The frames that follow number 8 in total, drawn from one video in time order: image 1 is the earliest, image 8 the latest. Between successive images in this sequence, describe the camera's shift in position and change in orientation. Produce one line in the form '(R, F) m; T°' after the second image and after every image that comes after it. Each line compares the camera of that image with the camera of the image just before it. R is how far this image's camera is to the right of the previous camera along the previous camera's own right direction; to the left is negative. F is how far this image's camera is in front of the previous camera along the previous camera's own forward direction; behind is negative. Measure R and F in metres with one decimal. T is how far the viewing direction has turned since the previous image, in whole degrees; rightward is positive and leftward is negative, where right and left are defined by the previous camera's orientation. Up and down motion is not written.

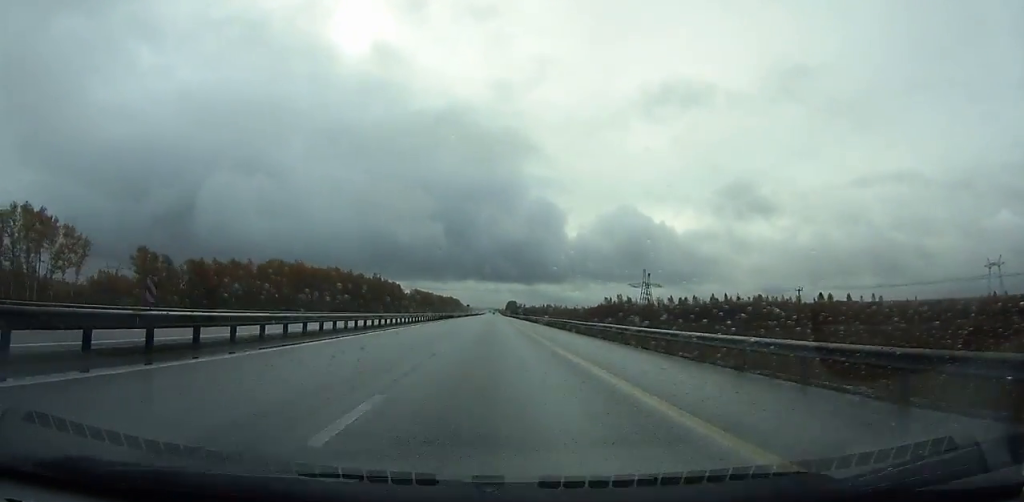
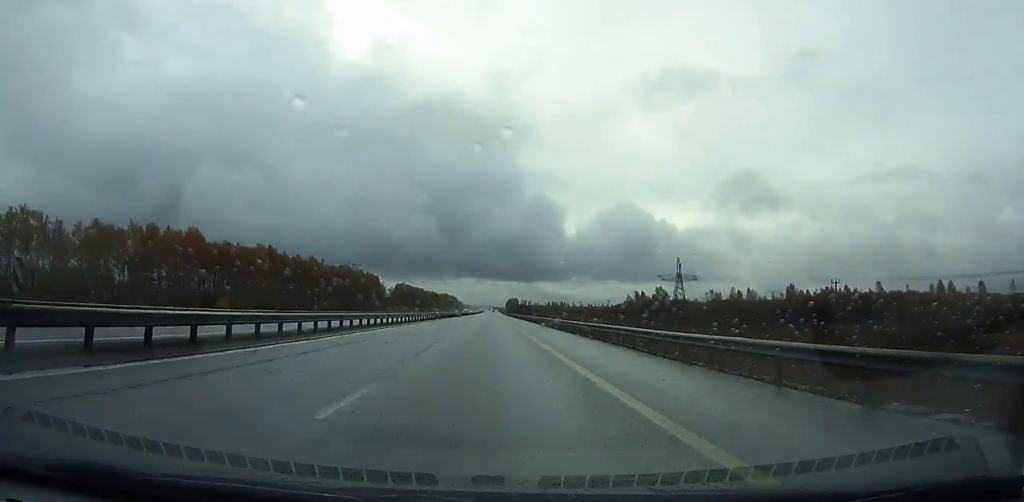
(+0.1, +85.2) m; 0°
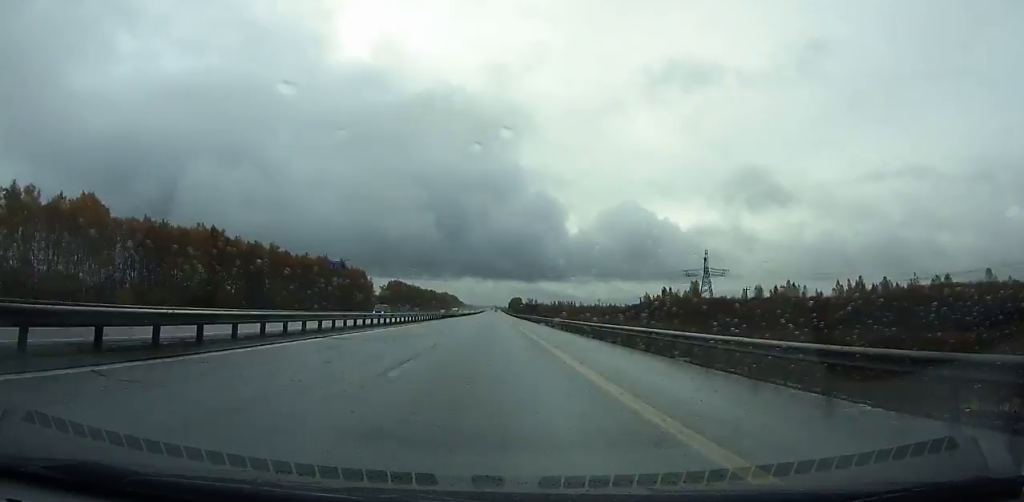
(0.0, +43.0) m; 0°
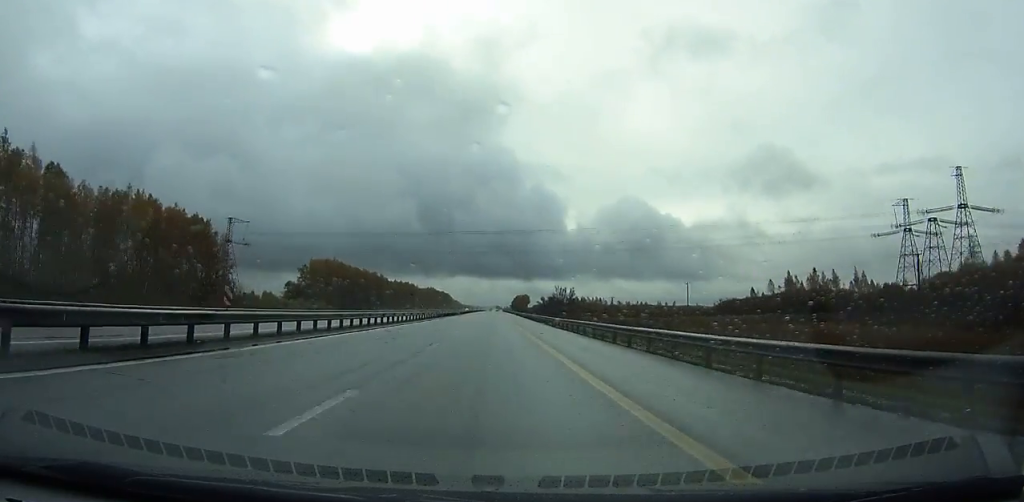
(0.0, +187.5) m; 0°
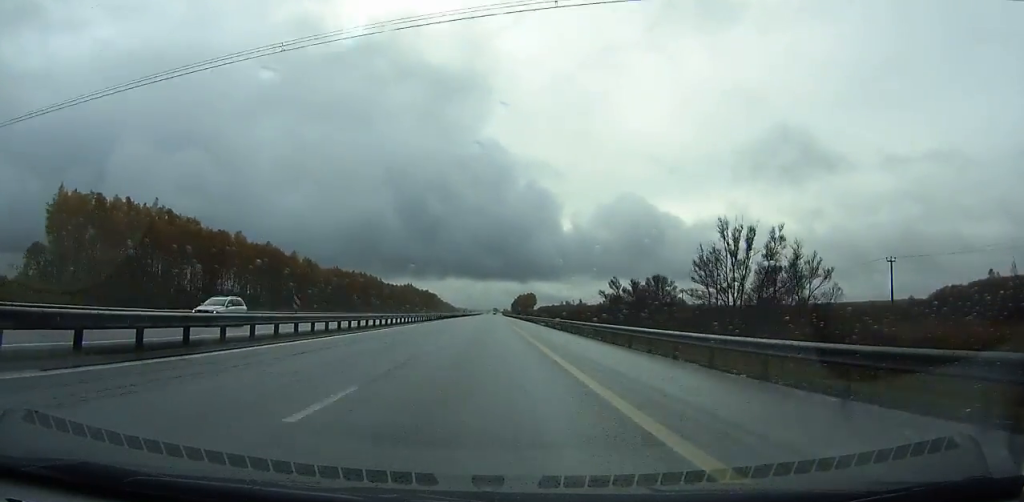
(0.0, +155.7) m; 0°
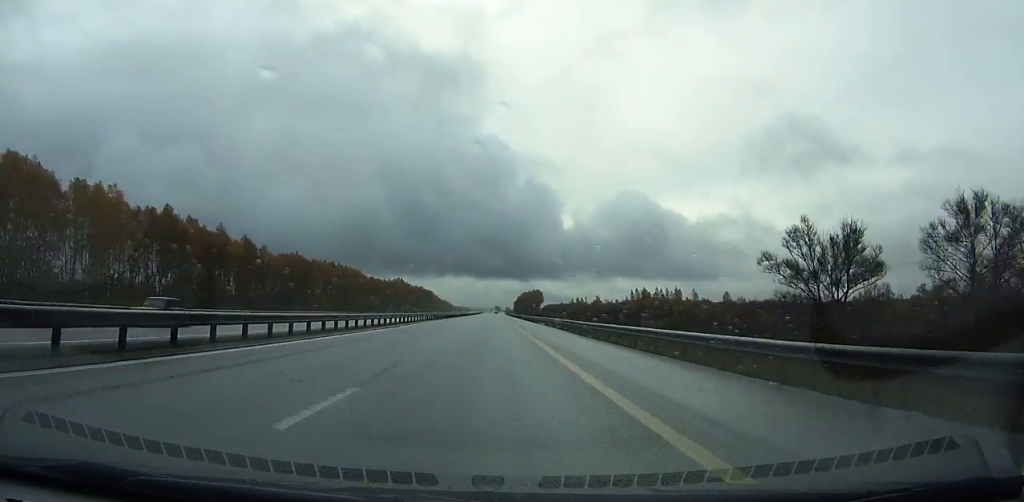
(+0.1, +61.0) m; 0°
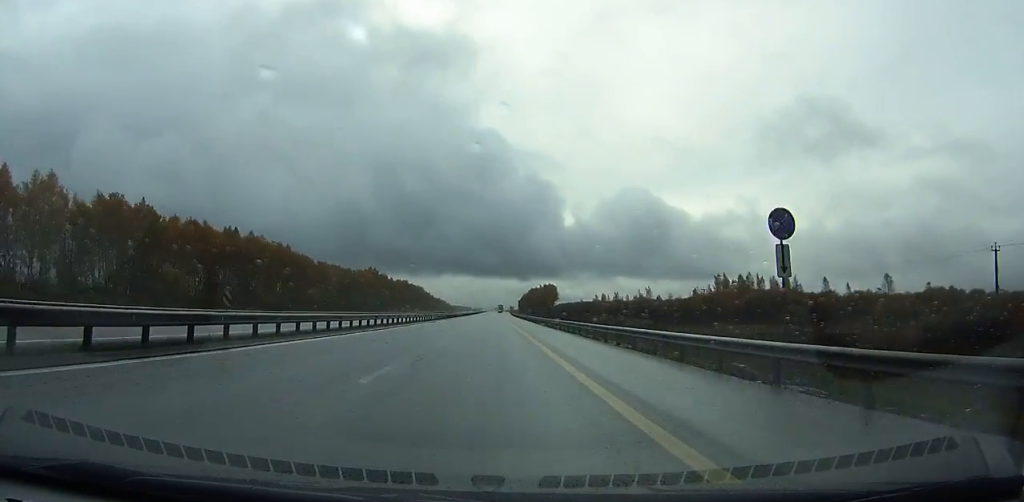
(0.0, +104.9) m; 0°
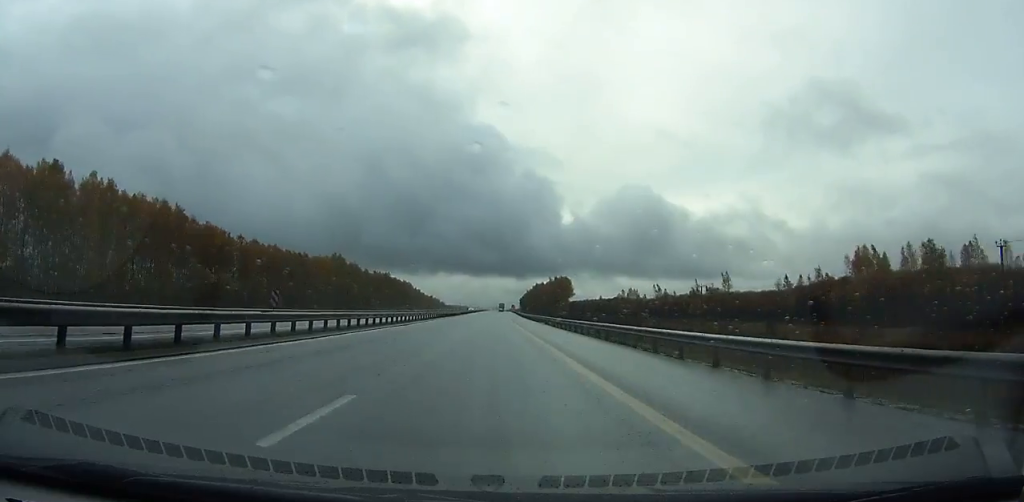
(0.0, +77.9) m; 0°
